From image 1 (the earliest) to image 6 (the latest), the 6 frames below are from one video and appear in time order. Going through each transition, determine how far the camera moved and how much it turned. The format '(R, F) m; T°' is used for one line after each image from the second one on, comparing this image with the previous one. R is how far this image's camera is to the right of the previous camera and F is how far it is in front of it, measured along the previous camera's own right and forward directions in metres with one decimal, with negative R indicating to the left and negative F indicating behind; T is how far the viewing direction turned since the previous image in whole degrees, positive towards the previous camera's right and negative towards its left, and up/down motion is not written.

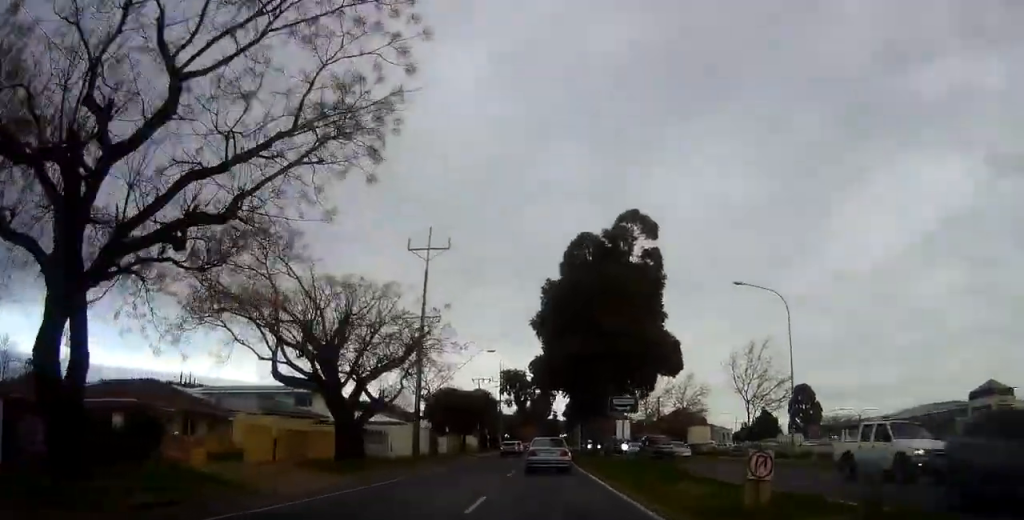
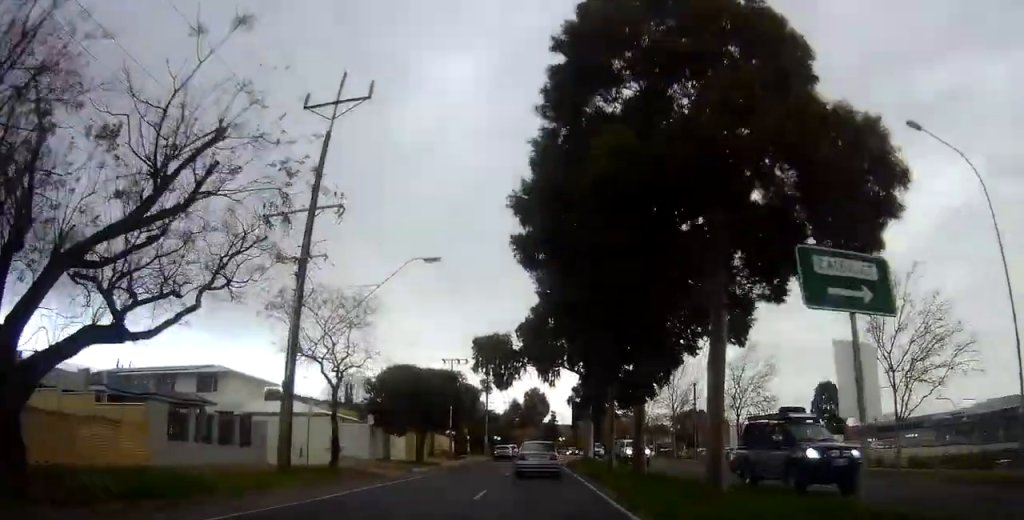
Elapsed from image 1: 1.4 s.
(-0.2, +20.4) m; -2°
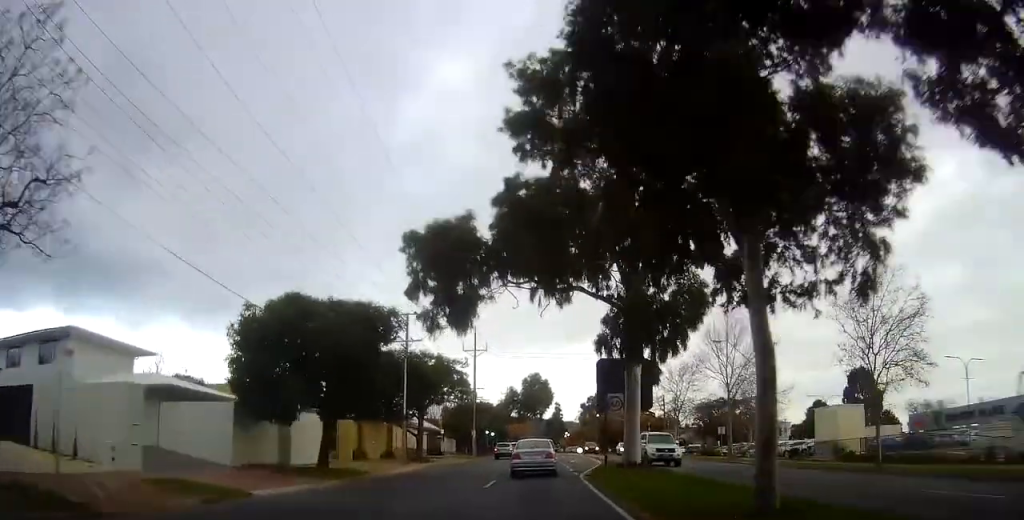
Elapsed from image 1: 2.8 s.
(+0.4, +19.9) m; 0°
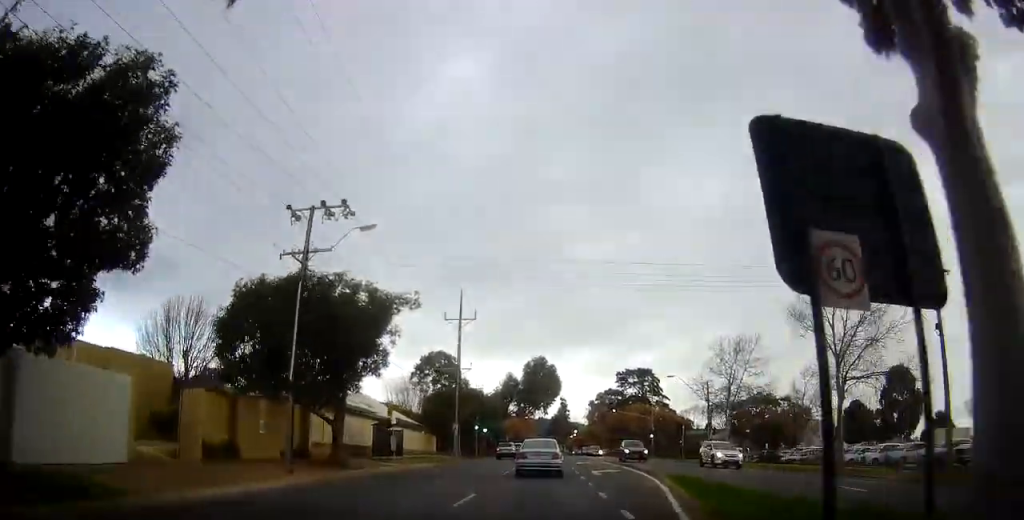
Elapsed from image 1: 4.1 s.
(-0.6, +18.2) m; 0°
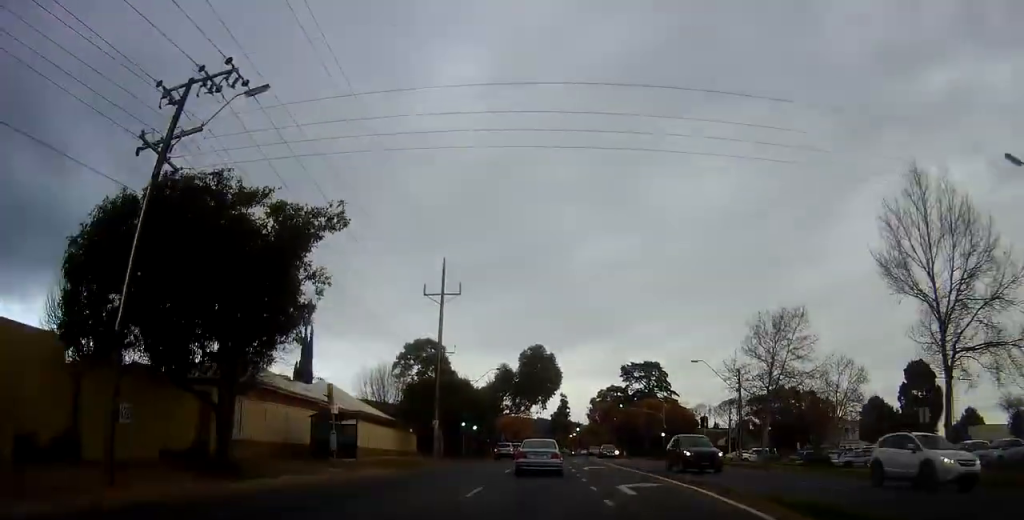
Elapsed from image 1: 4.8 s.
(+0.6, +9.6) m; +1°
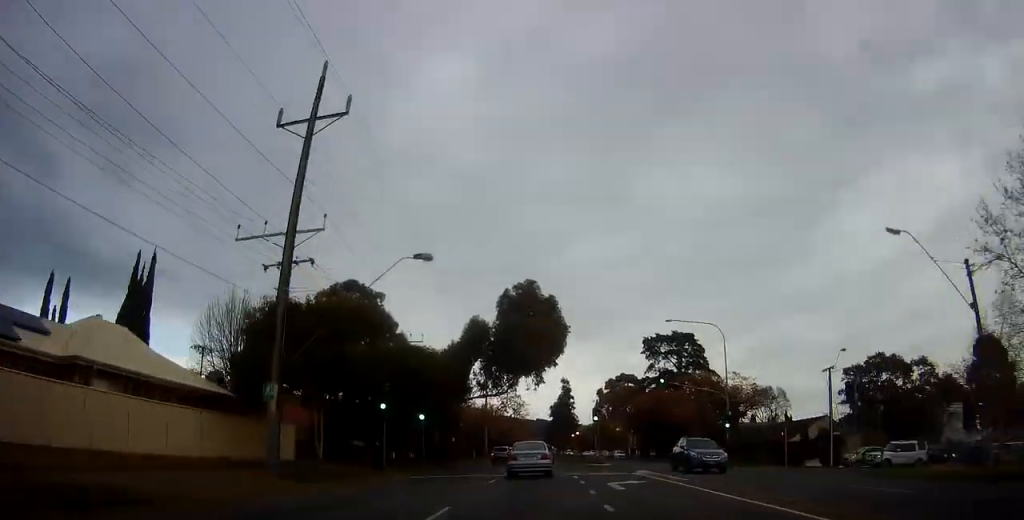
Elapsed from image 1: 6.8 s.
(-1.5, +28.7) m; -2°
